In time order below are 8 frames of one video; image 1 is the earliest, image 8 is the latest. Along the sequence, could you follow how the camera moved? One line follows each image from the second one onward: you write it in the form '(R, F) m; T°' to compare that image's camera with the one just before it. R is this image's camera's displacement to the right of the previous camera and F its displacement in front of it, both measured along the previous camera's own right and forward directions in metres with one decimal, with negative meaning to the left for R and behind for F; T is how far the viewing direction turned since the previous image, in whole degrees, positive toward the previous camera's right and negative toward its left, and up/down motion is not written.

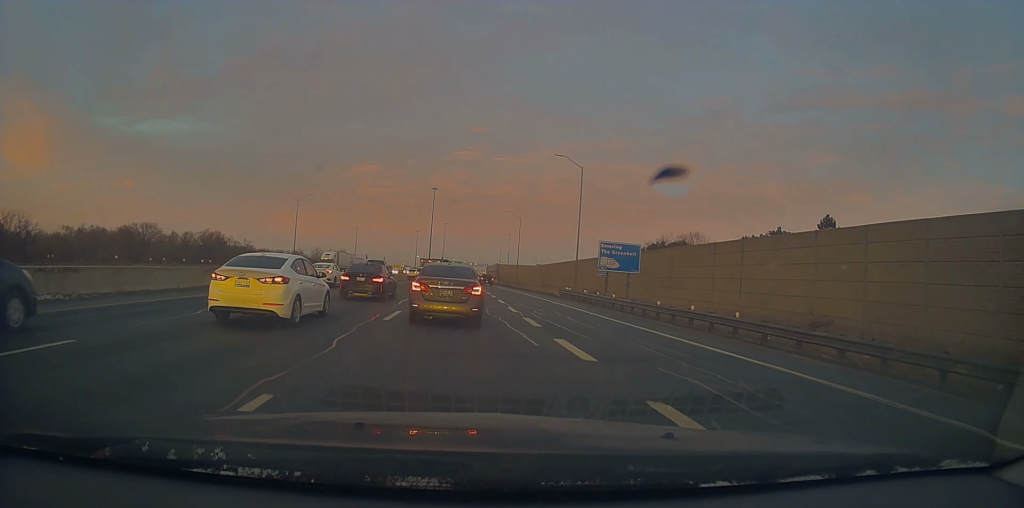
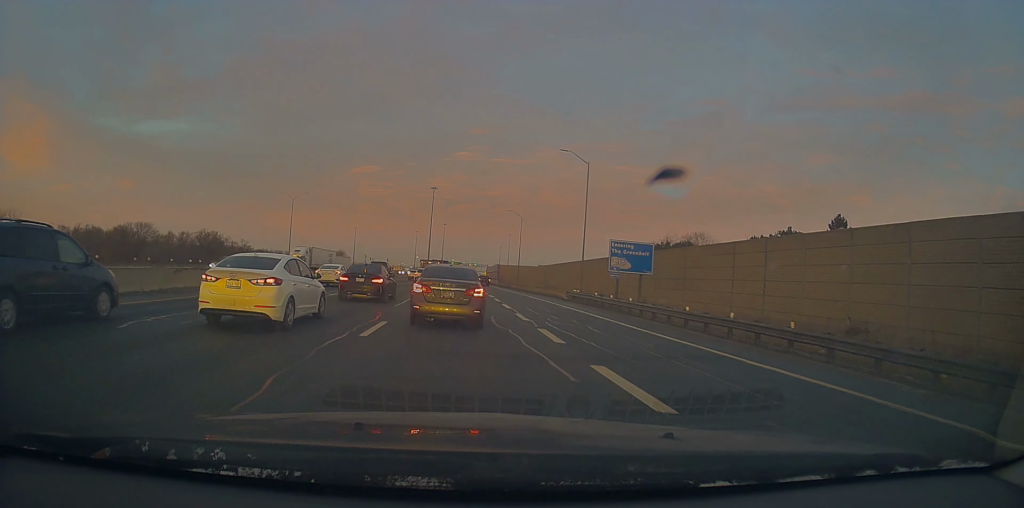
(0.0, +3.5) m; +1°
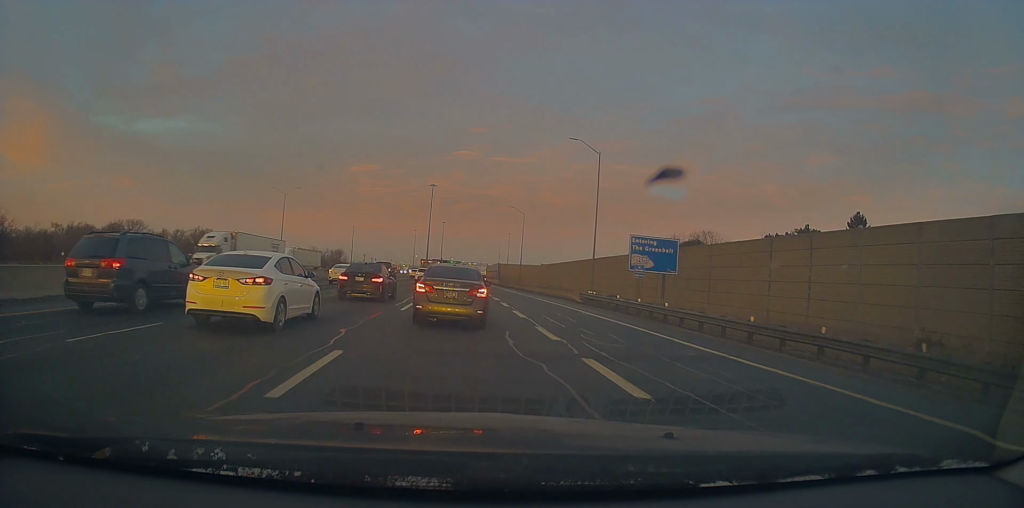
(-0.4, +5.5) m; +3°
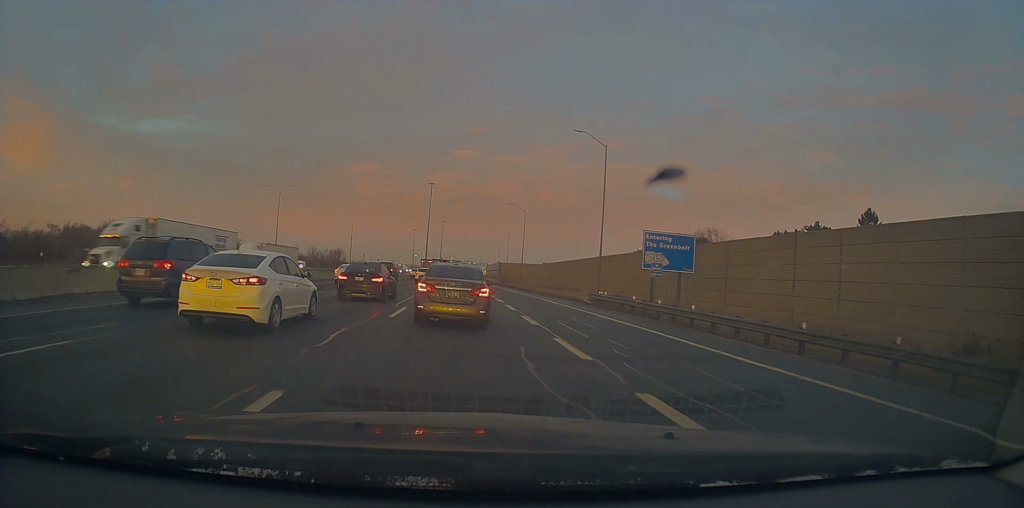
(+0.4, +2.9) m; 0°
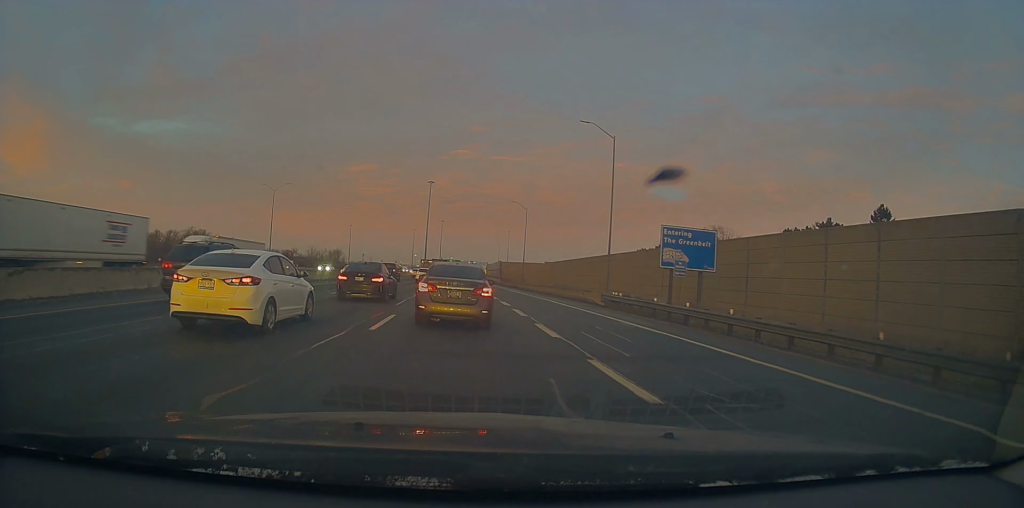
(+0.5, +3.1) m; 0°
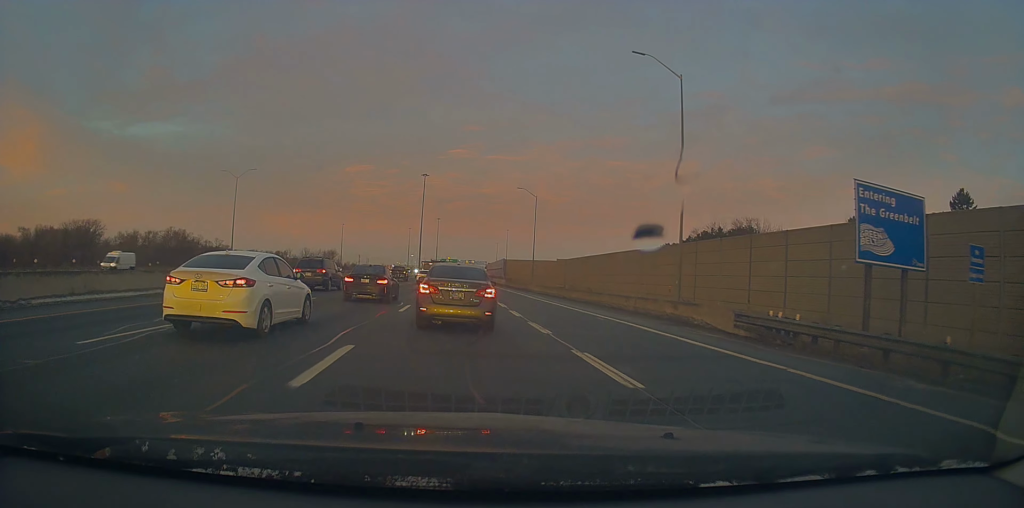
(-1.4, +17.8) m; -2°
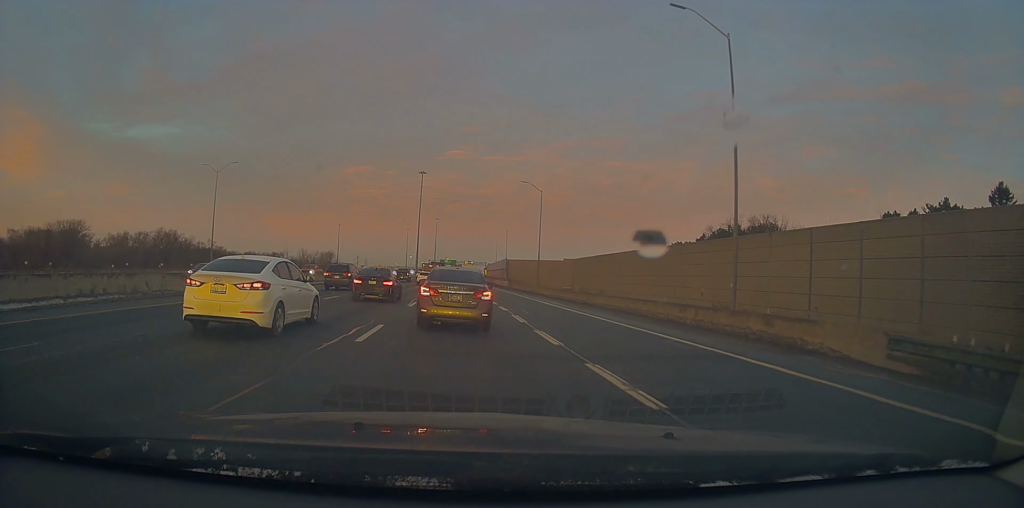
(+0.5, +7.5) m; +5°
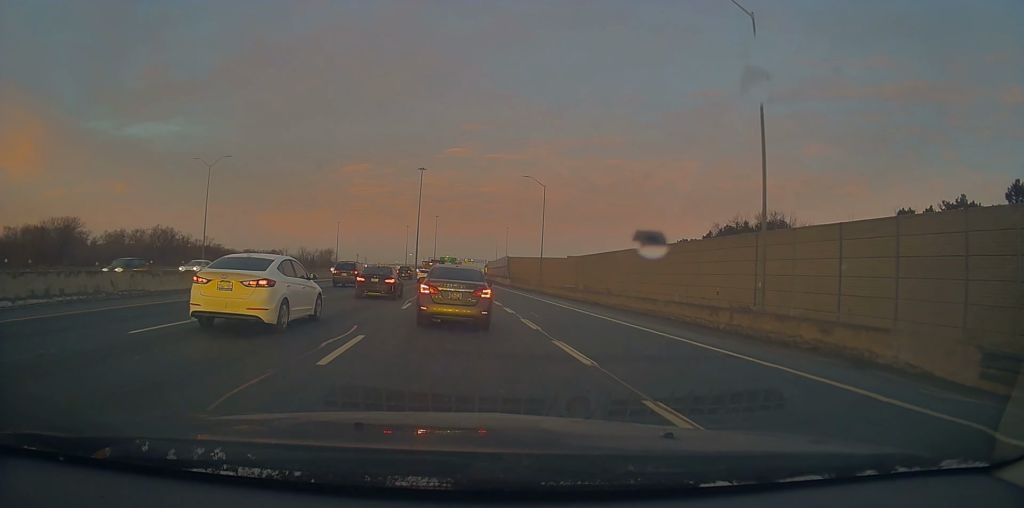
(+0.1, +2.7) m; 0°
